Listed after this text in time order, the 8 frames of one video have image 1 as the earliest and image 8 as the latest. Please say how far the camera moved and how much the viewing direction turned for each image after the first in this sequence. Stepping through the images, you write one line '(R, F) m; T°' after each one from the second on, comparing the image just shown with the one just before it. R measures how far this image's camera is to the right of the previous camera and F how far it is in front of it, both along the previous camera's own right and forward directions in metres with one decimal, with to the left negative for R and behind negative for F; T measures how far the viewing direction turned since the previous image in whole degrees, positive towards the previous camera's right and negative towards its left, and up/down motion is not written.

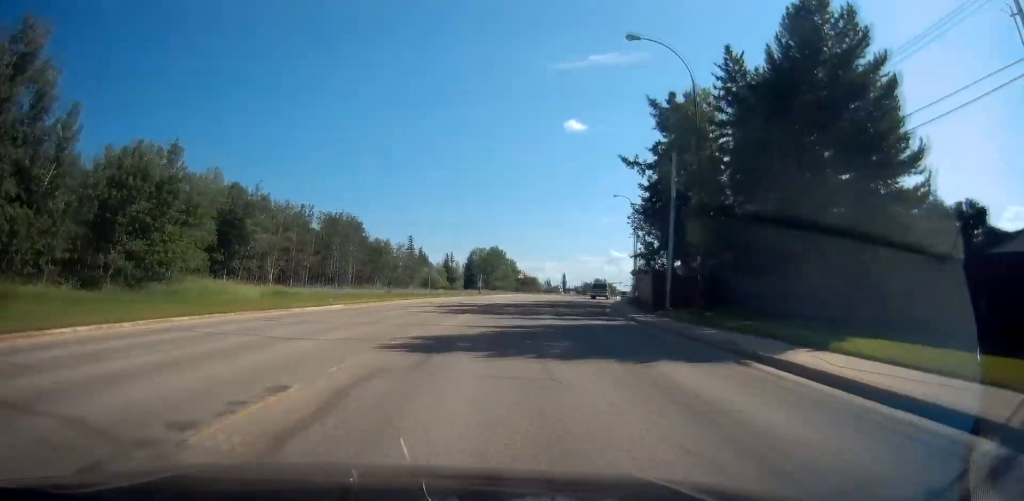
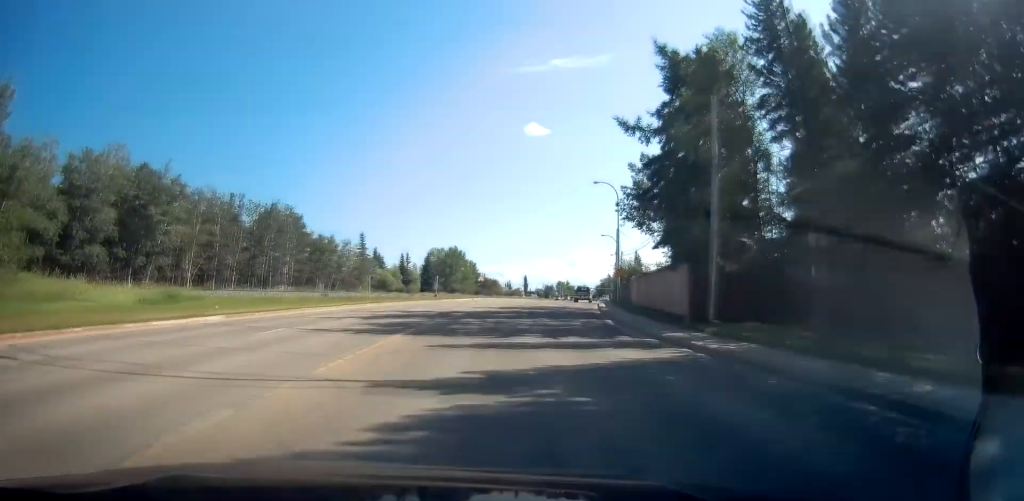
(+0.4, +11.1) m; +4°
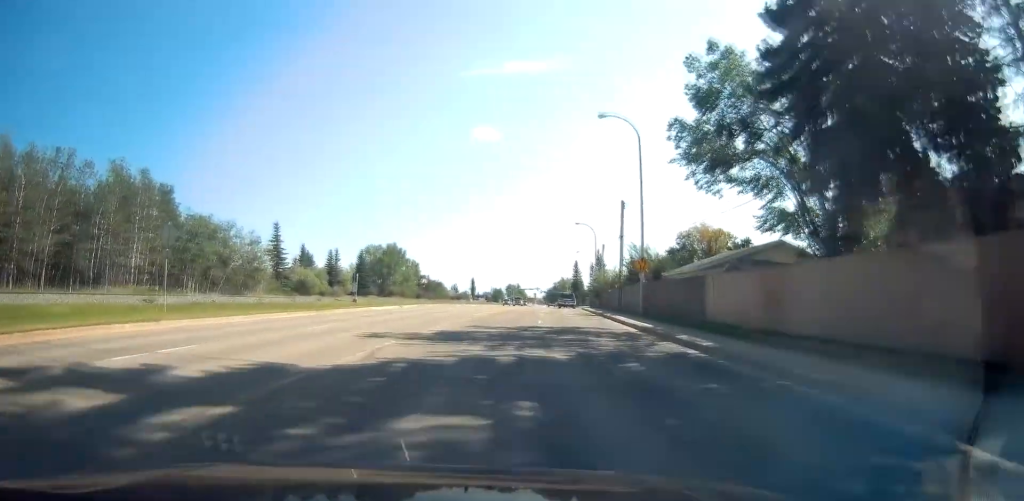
(+1.2, +24.1) m; +6°
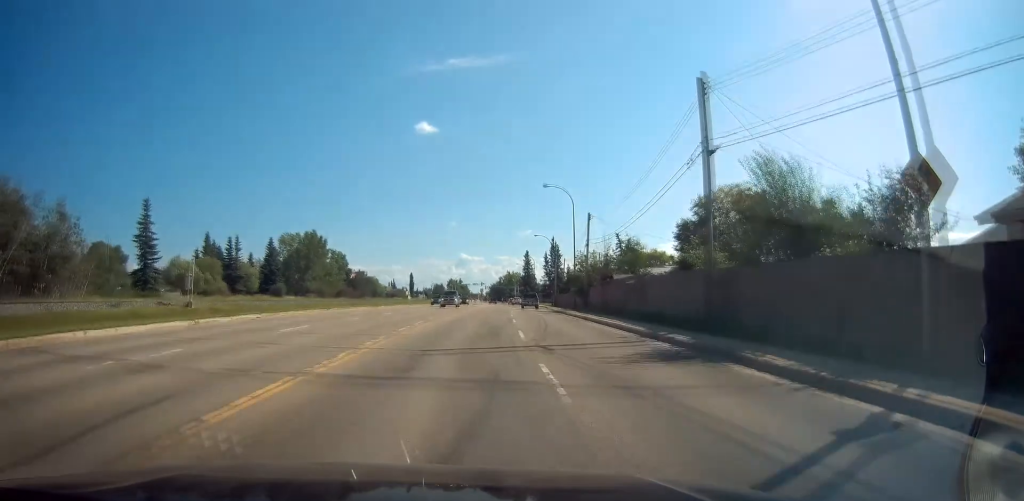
(+1.9, +26.8) m; +8°
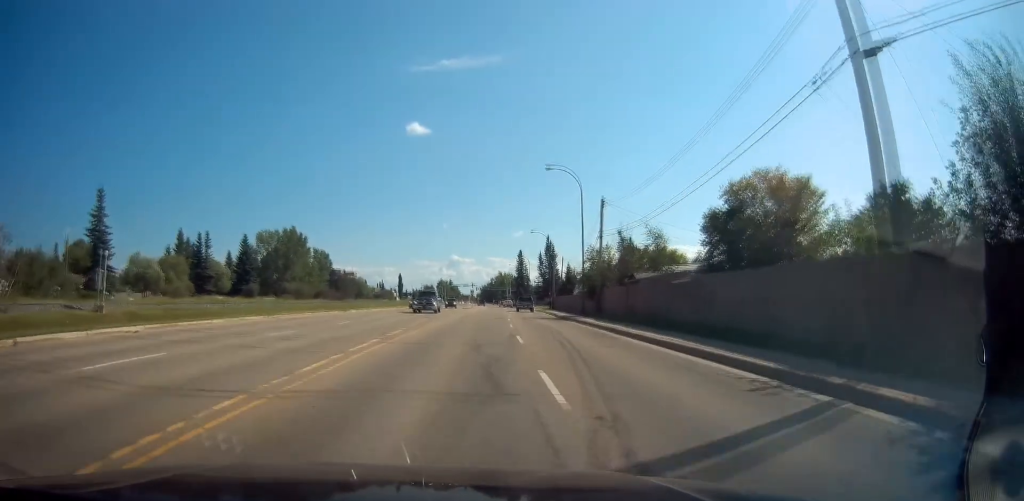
(+0.2, +9.4) m; +1°
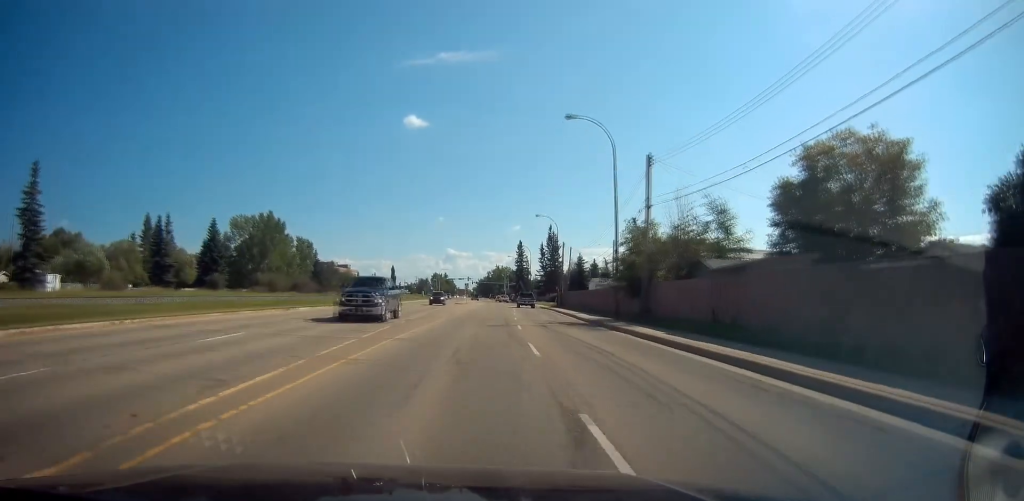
(+0.2, +12.8) m; 0°
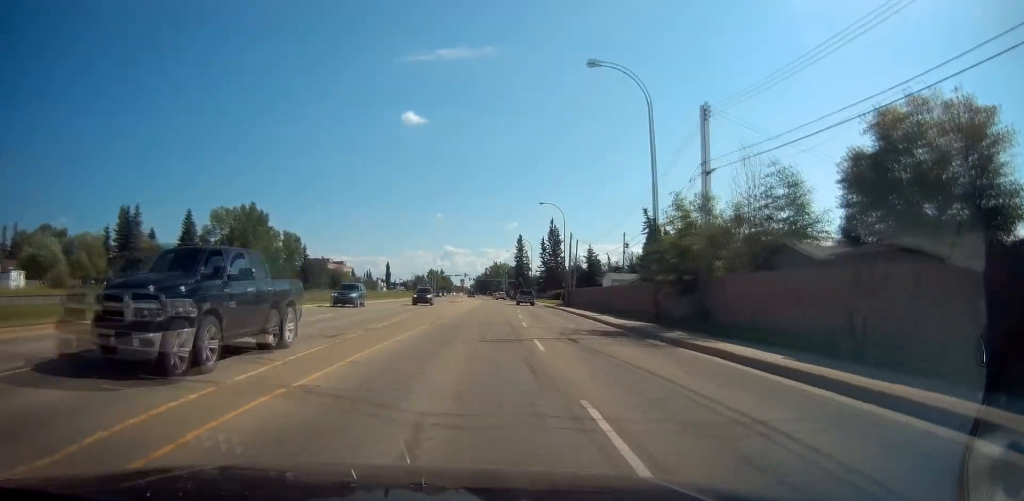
(-0.3, +8.3) m; 0°
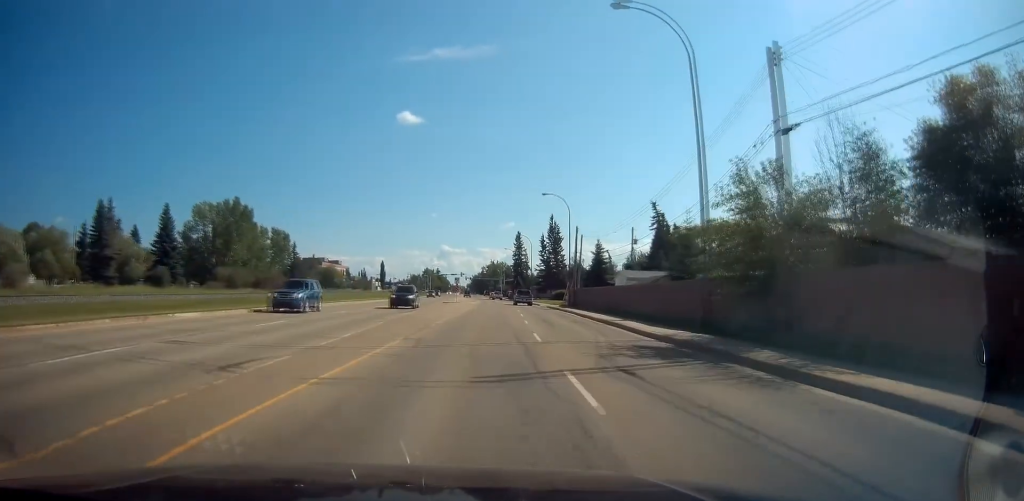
(0.0, +6.3) m; 0°
